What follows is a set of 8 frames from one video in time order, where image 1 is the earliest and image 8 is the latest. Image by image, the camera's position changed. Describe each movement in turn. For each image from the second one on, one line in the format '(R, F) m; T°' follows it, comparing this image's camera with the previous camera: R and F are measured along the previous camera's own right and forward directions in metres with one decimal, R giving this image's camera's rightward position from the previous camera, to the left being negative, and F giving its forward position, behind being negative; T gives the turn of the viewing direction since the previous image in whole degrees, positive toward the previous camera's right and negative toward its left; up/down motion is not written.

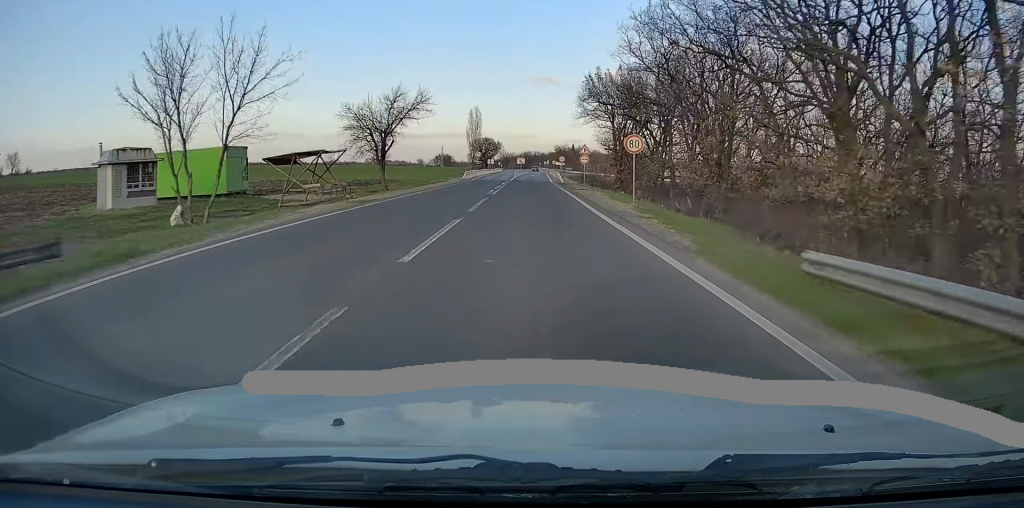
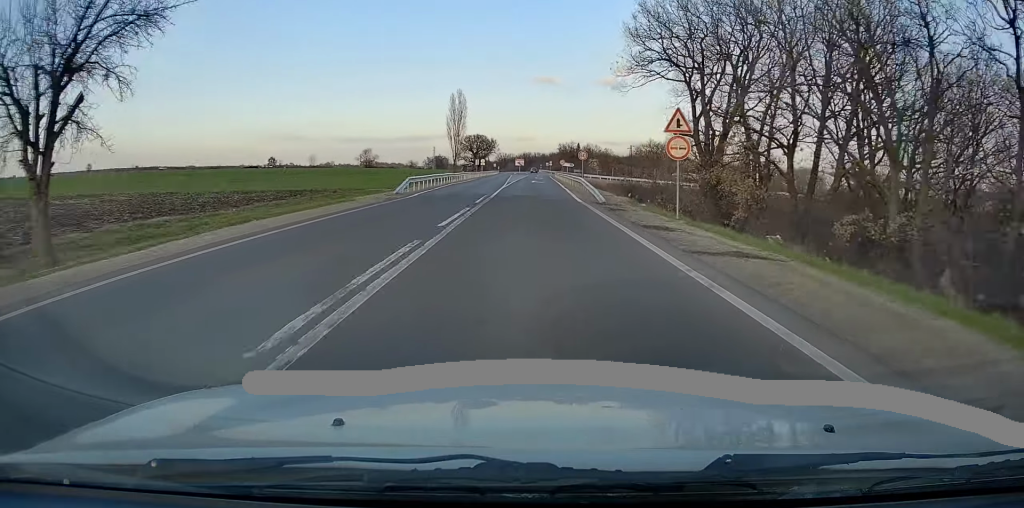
(+0.1, +30.5) m; +1°
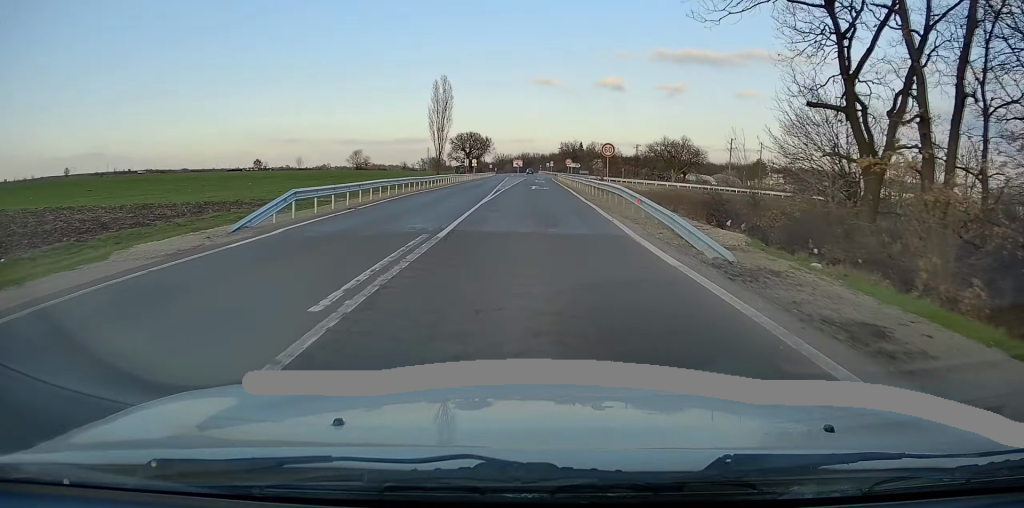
(+0.1, +16.5) m; 0°
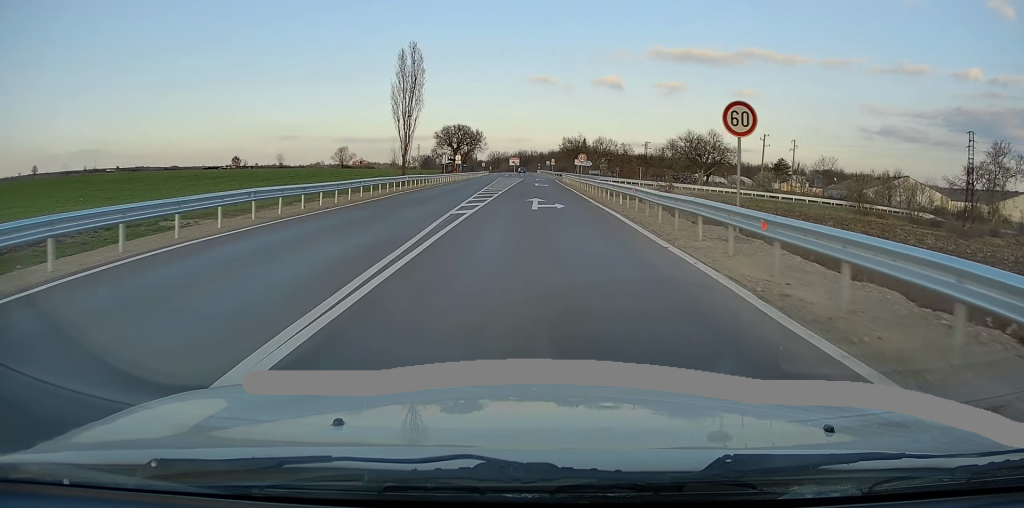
(-0.2, +21.2) m; 0°
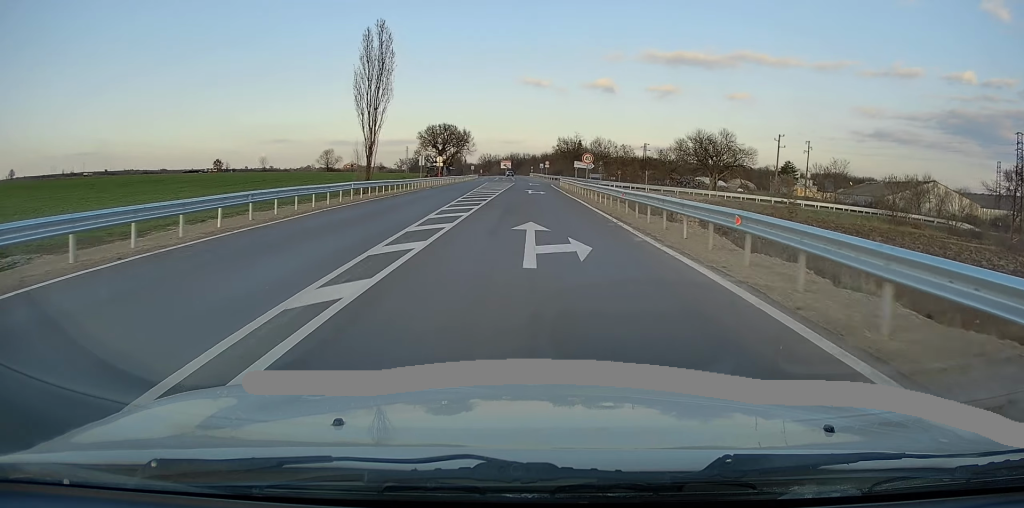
(0.0, +10.9) m; 0°
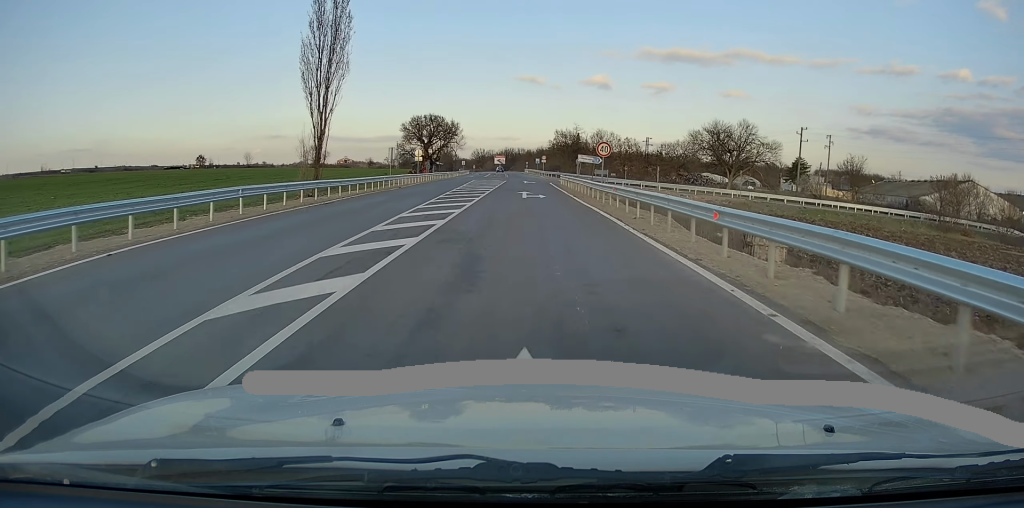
(+0.2, +11.2) m; +1°
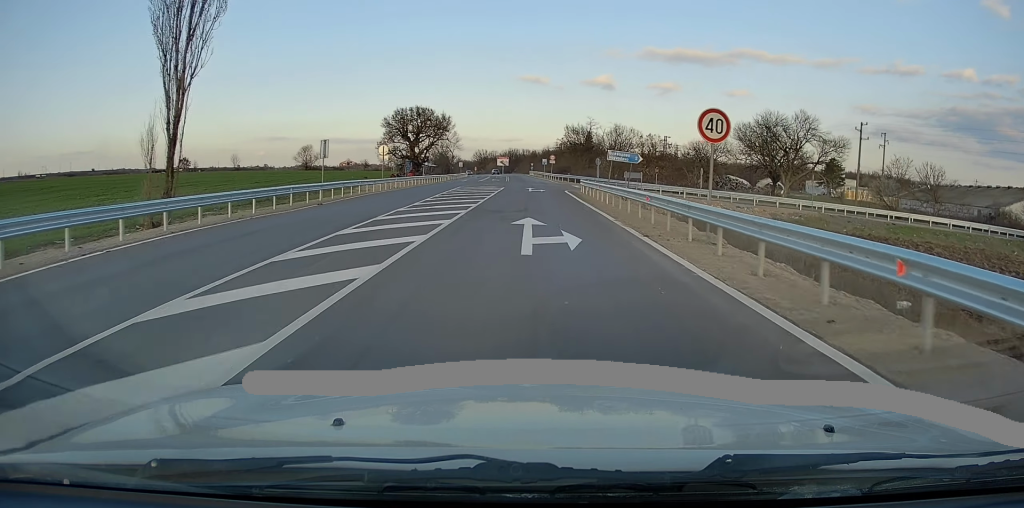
(-0.1, +17.4) m; -1°
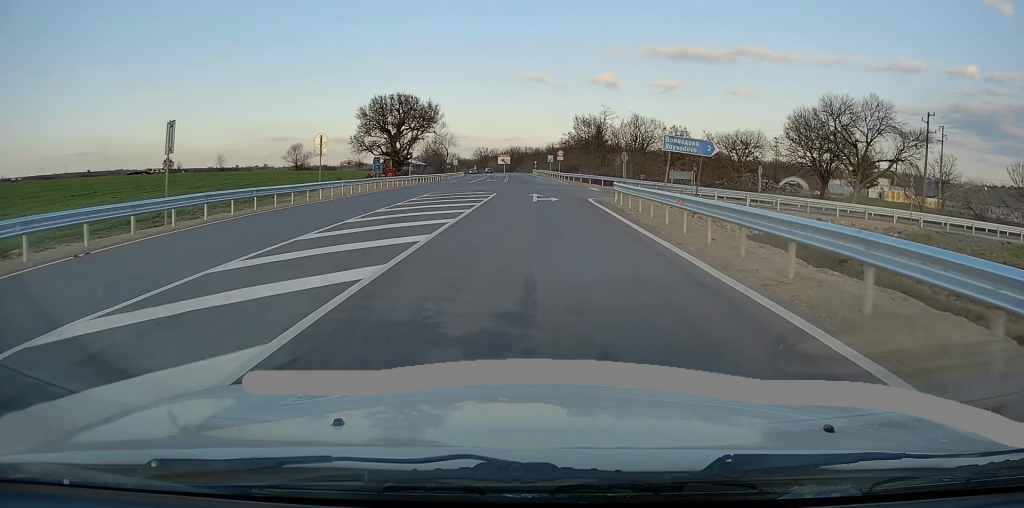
(-0.1, +14.7) m; 0°
